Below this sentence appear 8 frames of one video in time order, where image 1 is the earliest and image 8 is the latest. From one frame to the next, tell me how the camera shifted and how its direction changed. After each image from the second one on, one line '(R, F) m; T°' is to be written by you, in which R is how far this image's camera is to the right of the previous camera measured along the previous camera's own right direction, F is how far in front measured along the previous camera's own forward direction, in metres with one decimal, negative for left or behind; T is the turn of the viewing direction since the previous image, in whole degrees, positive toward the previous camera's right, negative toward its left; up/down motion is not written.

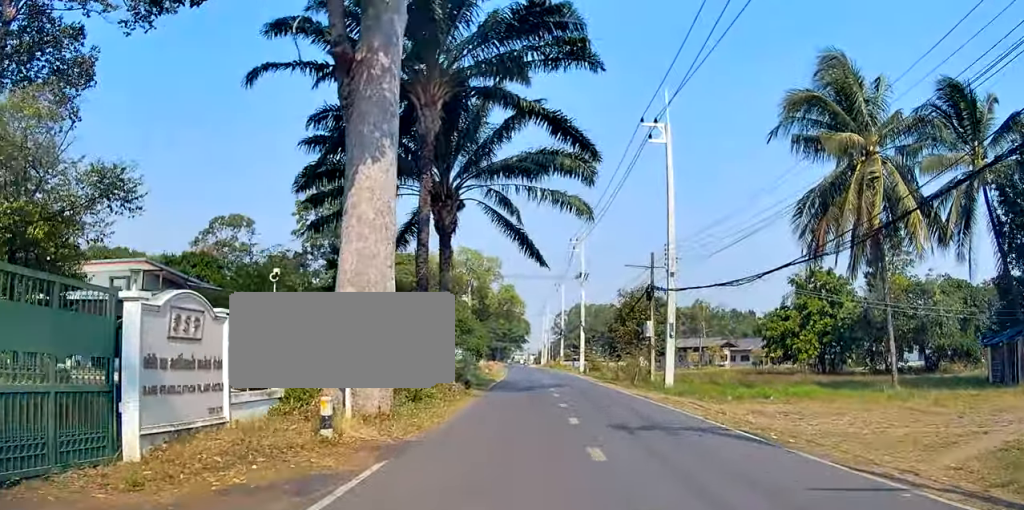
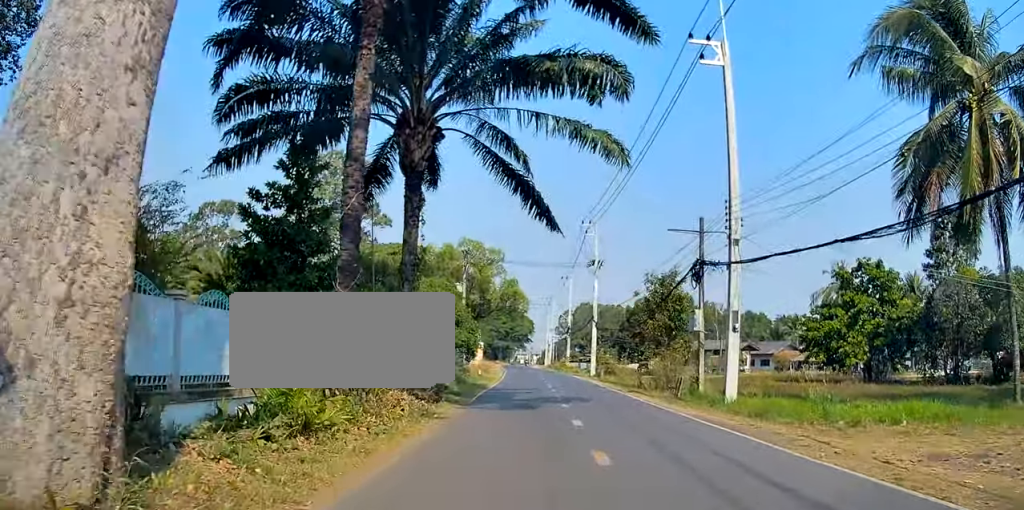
(+0.2, +7.5) m; -1°
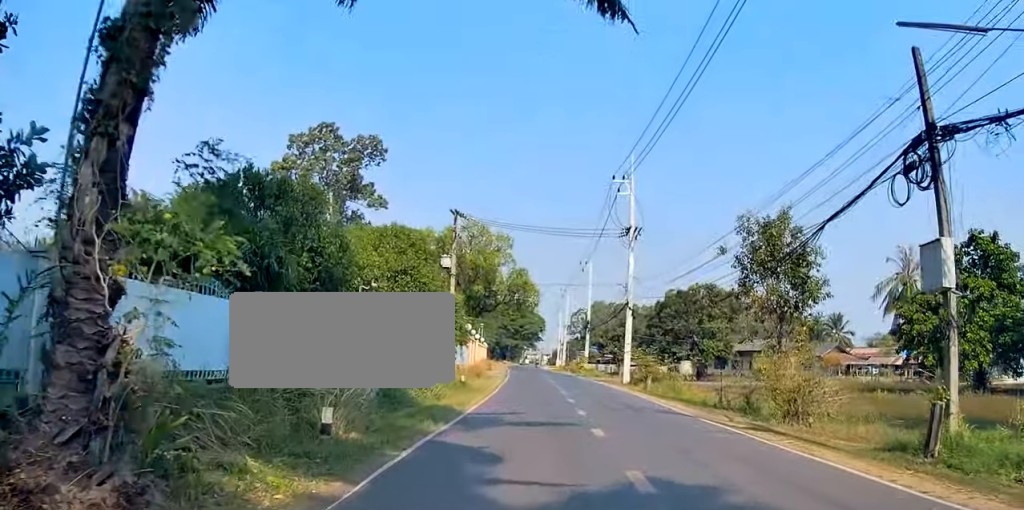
(-0.5, +13.7) m; +3°
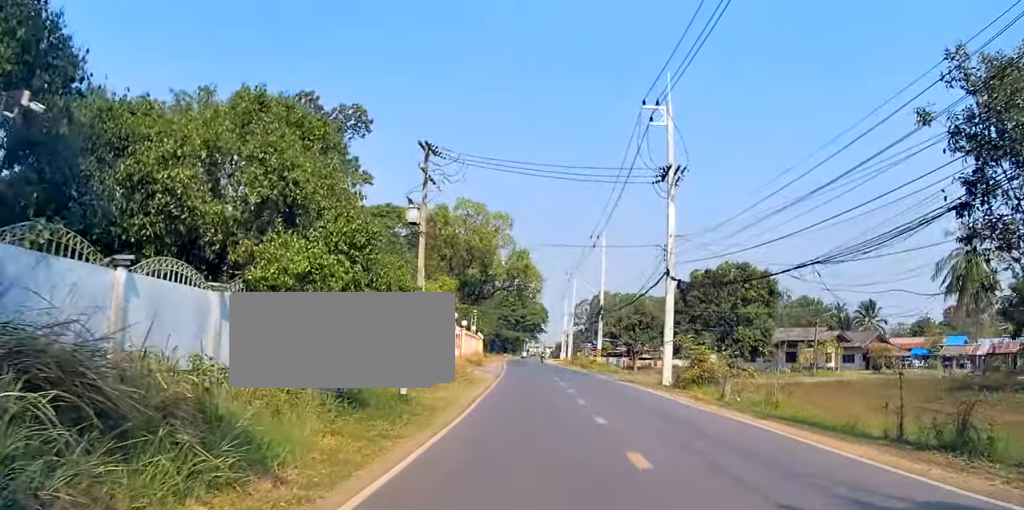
(+0.7, +11.6) m; +1°
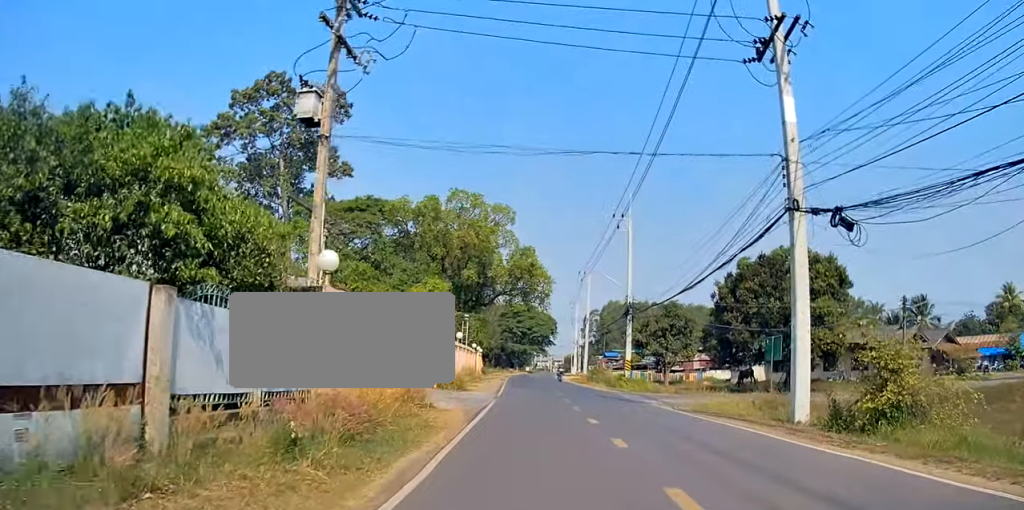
(0.0, +14.2) m; +1°
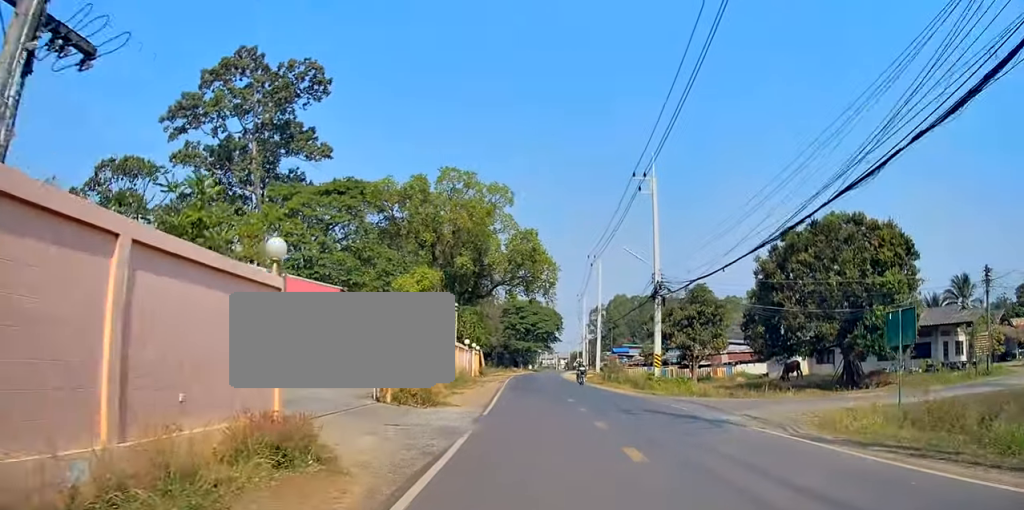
(-0.3, +9.6) m; -1°
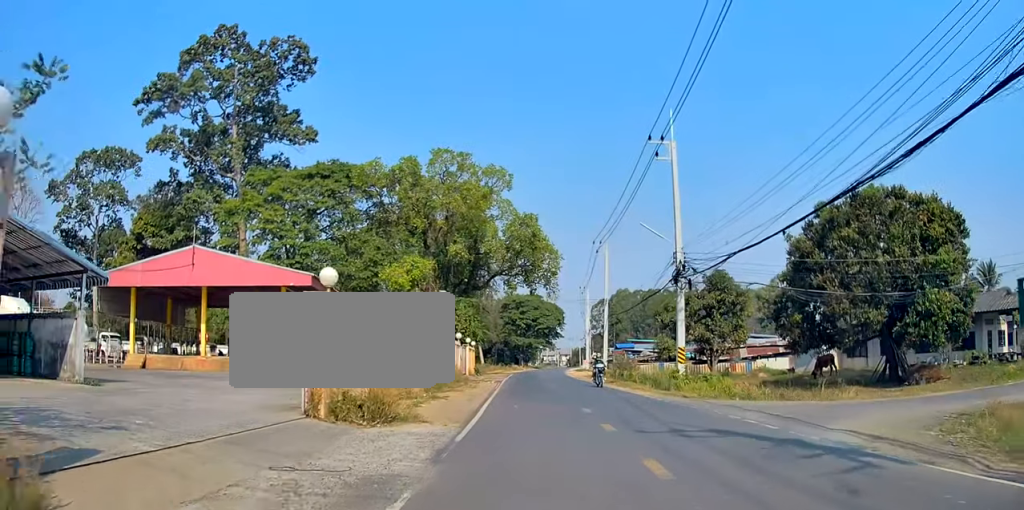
(-0.1, +5.4) m; 0°
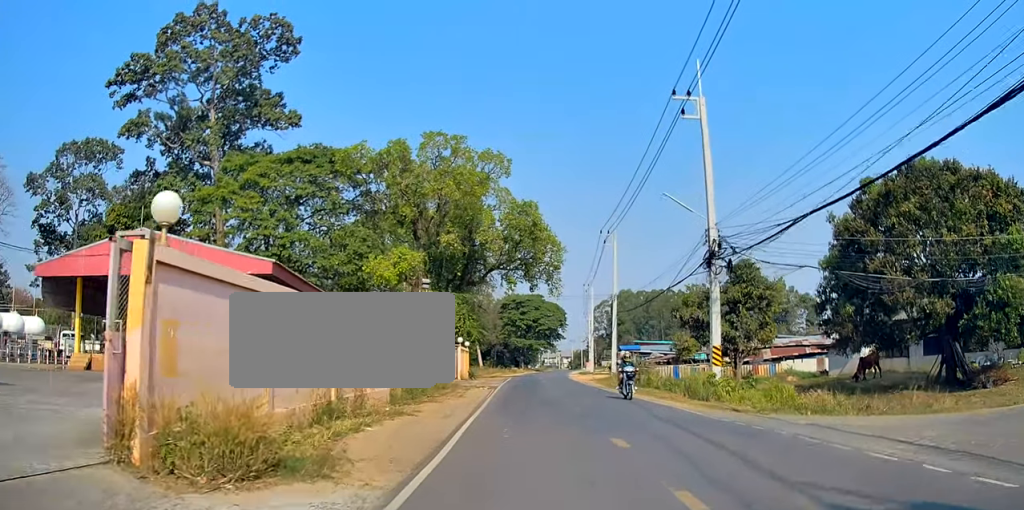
(+0.4, +6.0) m; 0°
